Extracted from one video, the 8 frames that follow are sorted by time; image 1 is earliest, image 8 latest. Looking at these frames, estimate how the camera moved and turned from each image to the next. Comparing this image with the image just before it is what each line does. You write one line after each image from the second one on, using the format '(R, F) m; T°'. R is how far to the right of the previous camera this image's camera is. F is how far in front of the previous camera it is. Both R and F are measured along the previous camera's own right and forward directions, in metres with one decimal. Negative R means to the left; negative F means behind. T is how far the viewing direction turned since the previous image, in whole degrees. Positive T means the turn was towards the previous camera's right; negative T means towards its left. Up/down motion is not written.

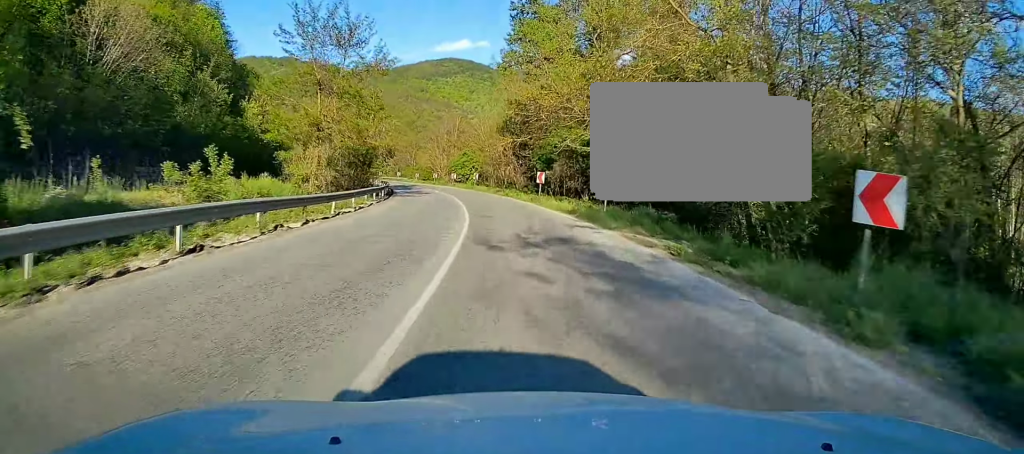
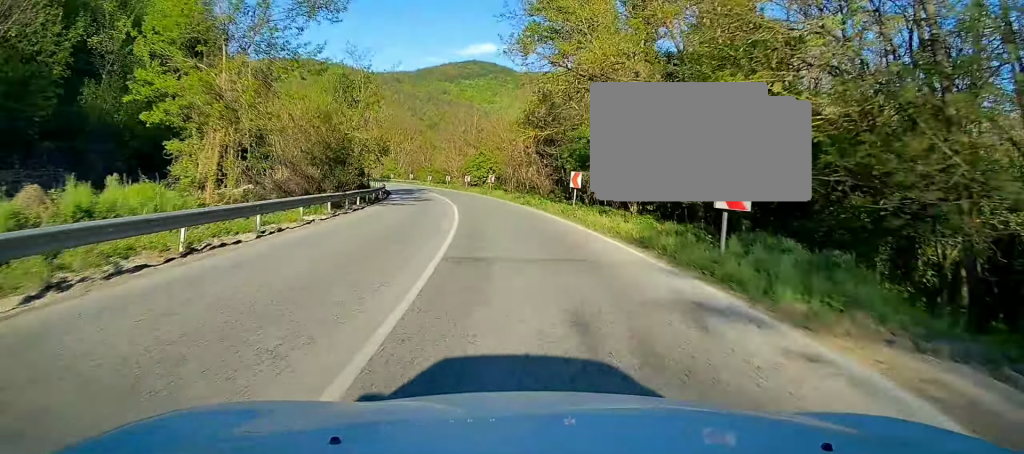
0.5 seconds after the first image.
(0.0, +11.4) m; -1°
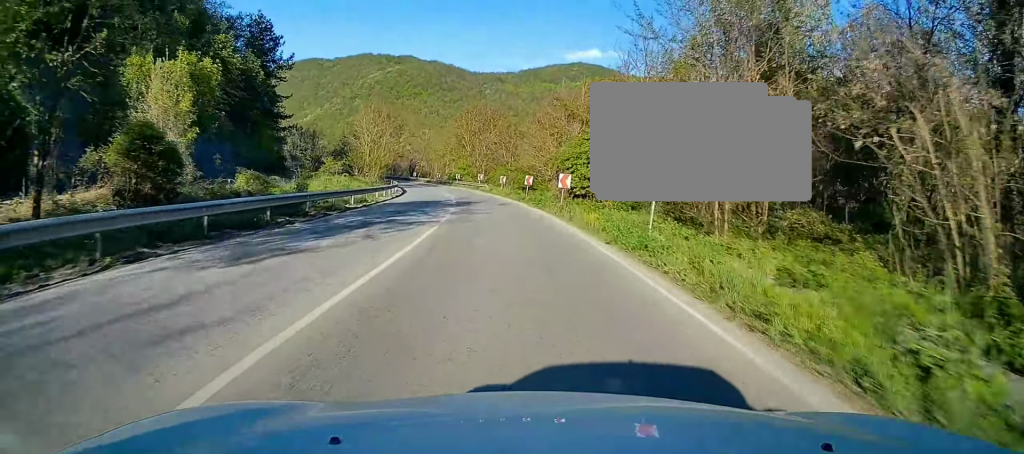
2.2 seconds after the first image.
(-2.7, +42.5) m; -7°
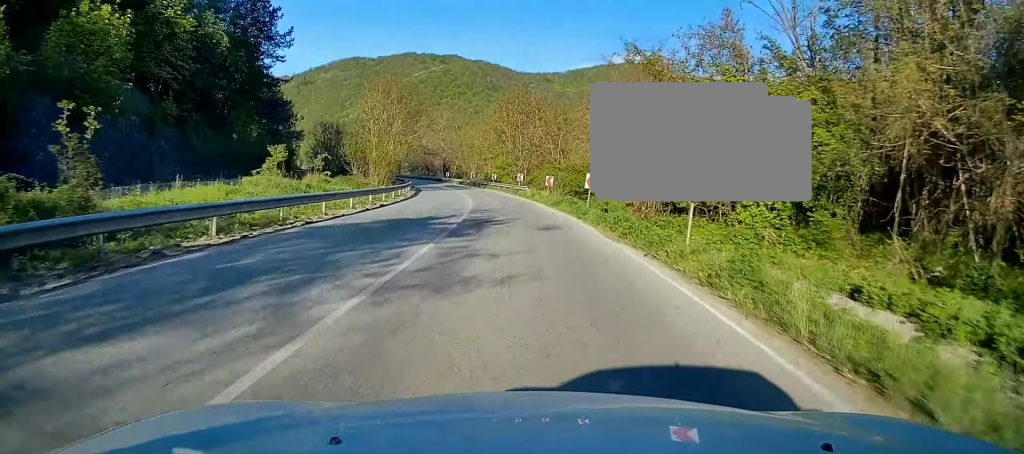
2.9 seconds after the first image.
(-0.3, +16.6) m; -3°
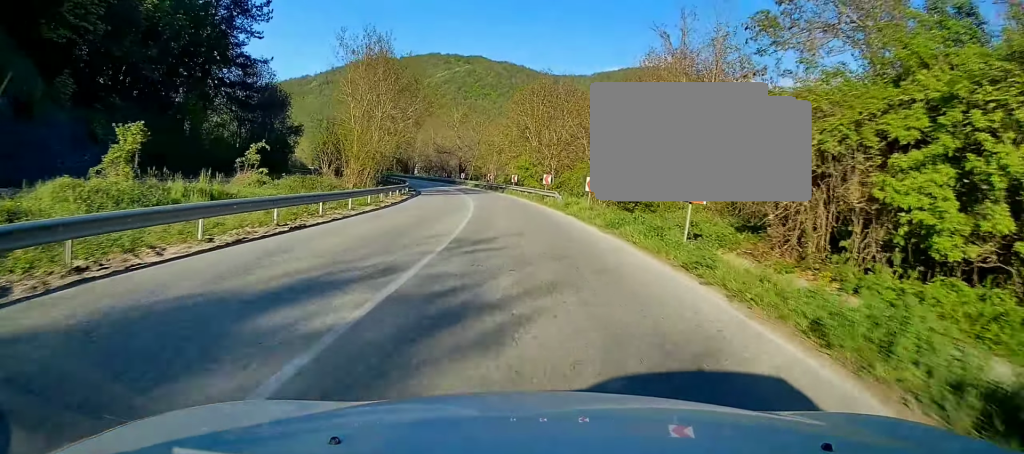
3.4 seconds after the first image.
(-0.3, +13.3) m; -3°
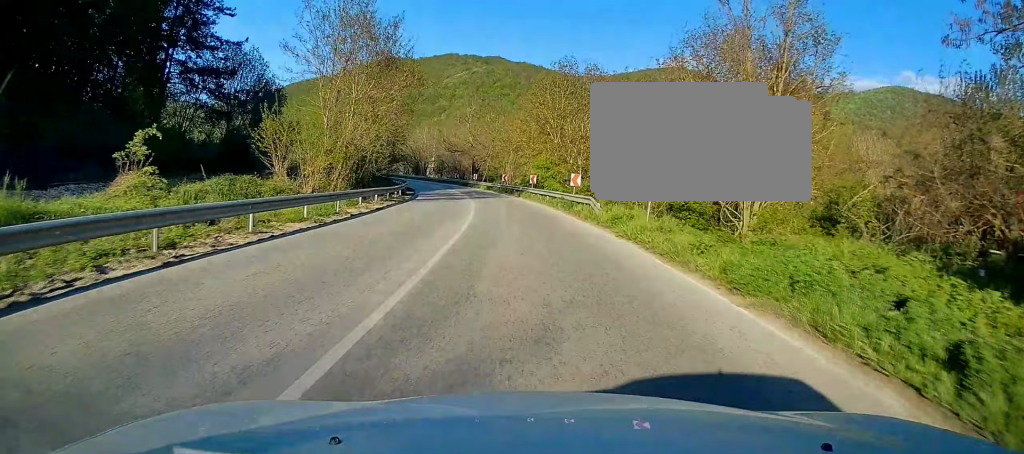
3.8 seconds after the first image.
(-0.1, +10.0) m; -2°
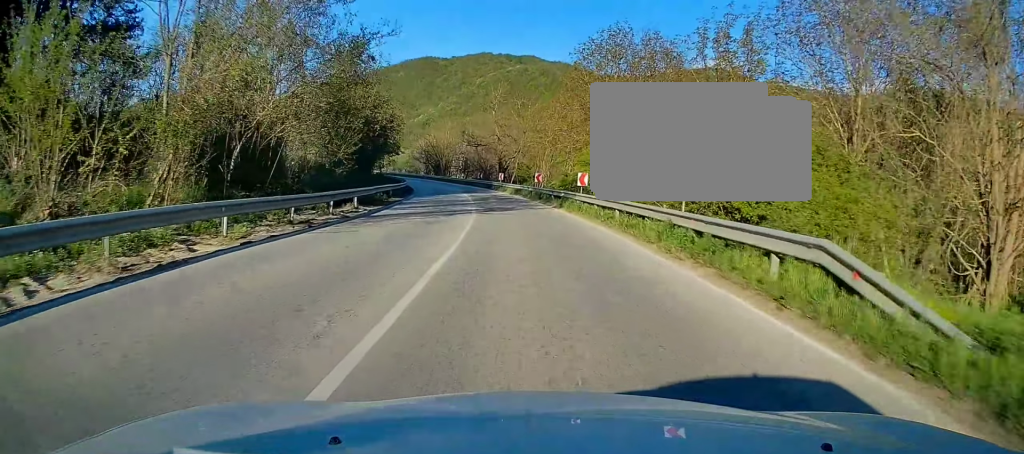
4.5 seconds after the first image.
(-0.7, +17.6) m; -3°
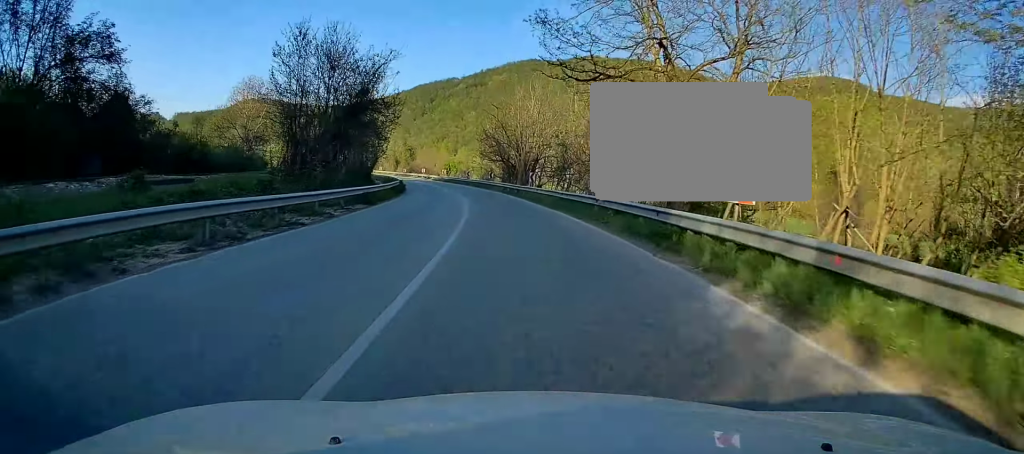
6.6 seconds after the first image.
(-5.0, +53.2) m; -10°
